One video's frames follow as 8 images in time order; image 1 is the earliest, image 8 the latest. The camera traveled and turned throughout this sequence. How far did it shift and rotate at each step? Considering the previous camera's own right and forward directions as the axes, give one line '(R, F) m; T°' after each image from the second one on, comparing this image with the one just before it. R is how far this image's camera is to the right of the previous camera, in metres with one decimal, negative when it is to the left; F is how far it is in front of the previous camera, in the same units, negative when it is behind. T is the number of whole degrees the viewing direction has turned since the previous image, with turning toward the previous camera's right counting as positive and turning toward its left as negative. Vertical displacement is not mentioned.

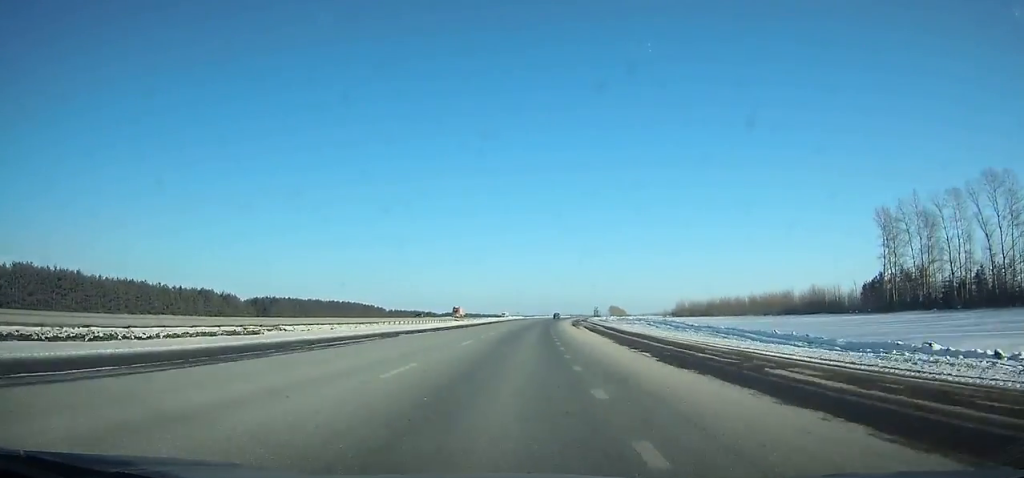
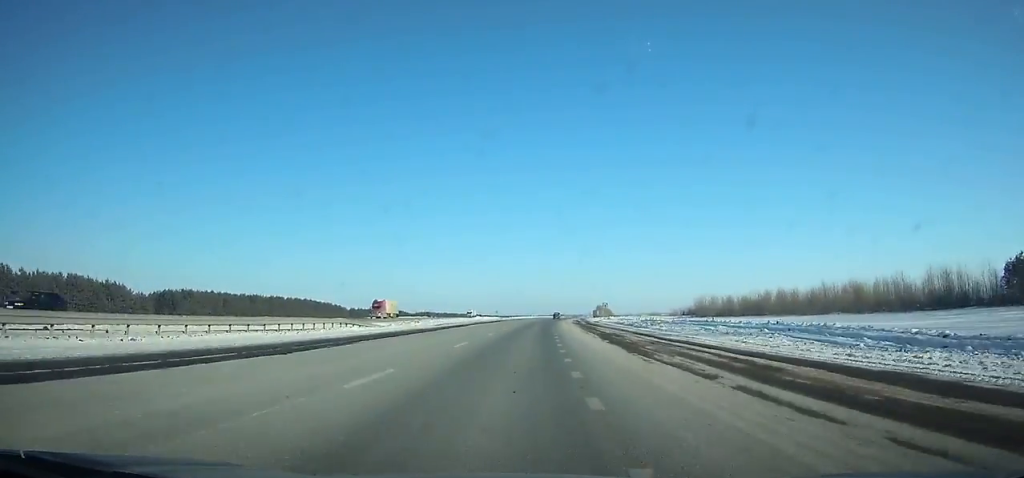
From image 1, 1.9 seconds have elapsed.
(+1.3, +48.2) m; +2°
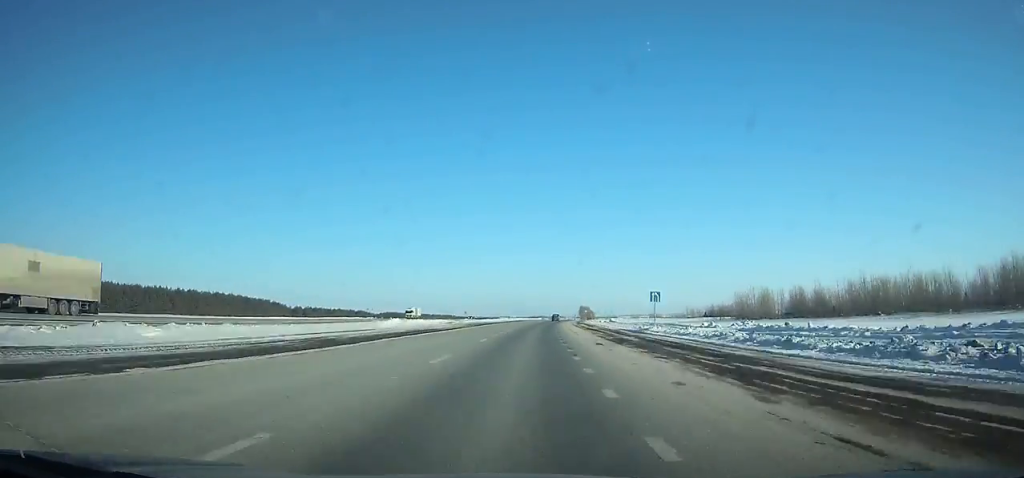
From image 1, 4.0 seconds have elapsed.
(+0.9, +53.5) m; +2°
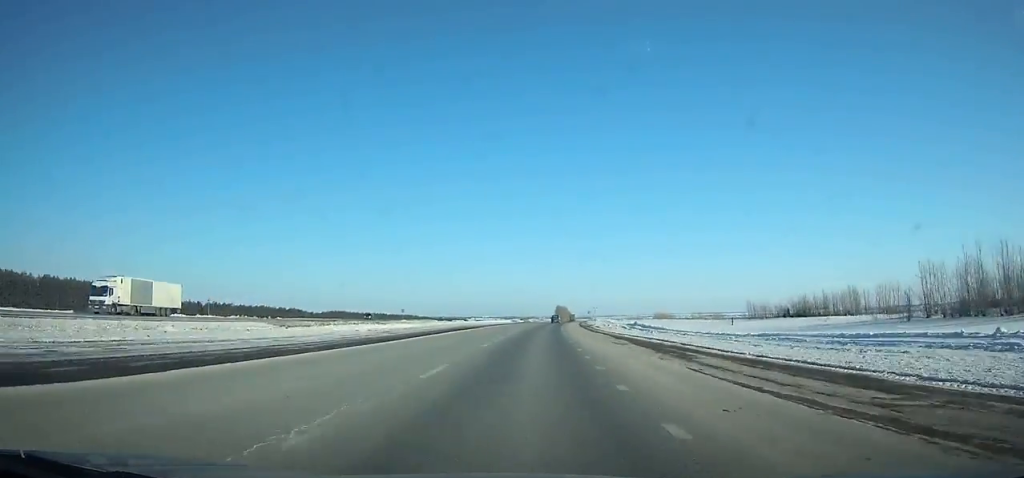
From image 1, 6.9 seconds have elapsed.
(+1.6, +74.2) m; +3°
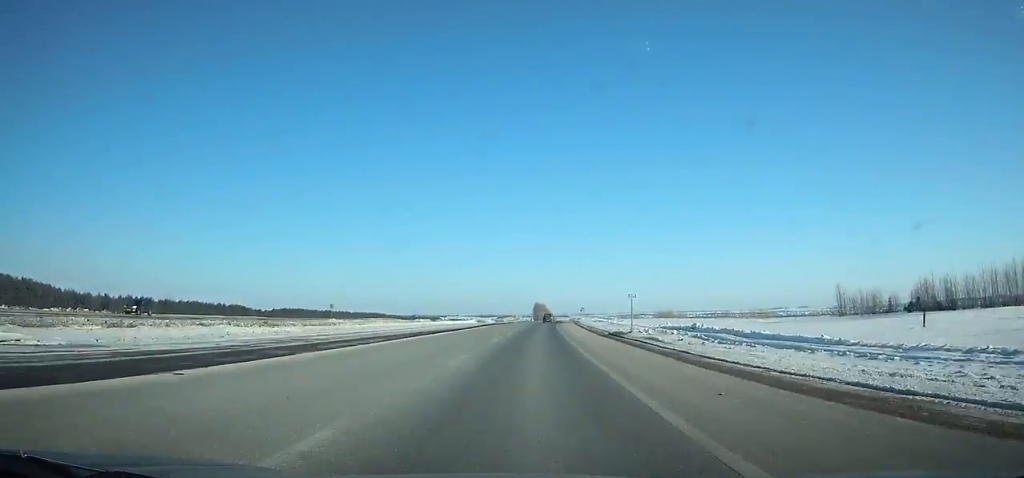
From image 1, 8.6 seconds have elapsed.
(+0.4, +43.7) m; +2°
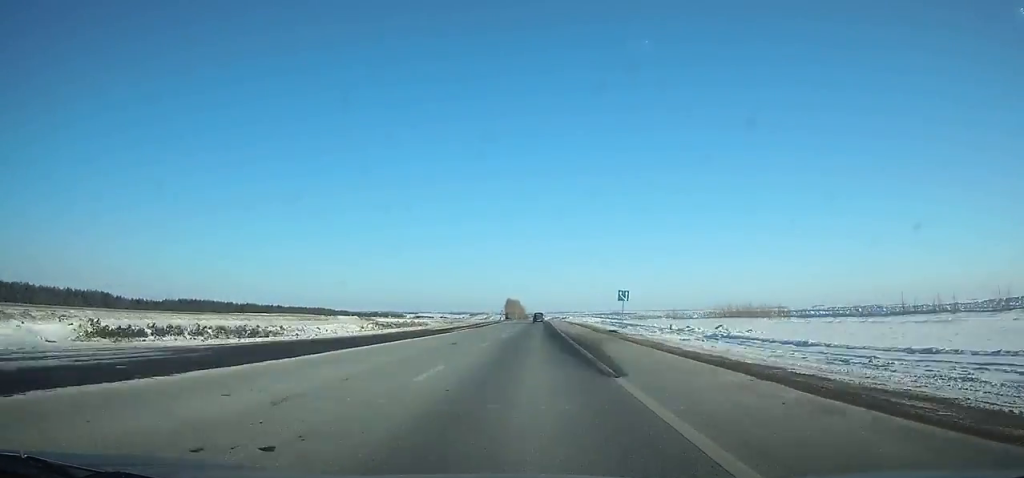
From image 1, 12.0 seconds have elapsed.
(+2.7, +87.7) m; +3°
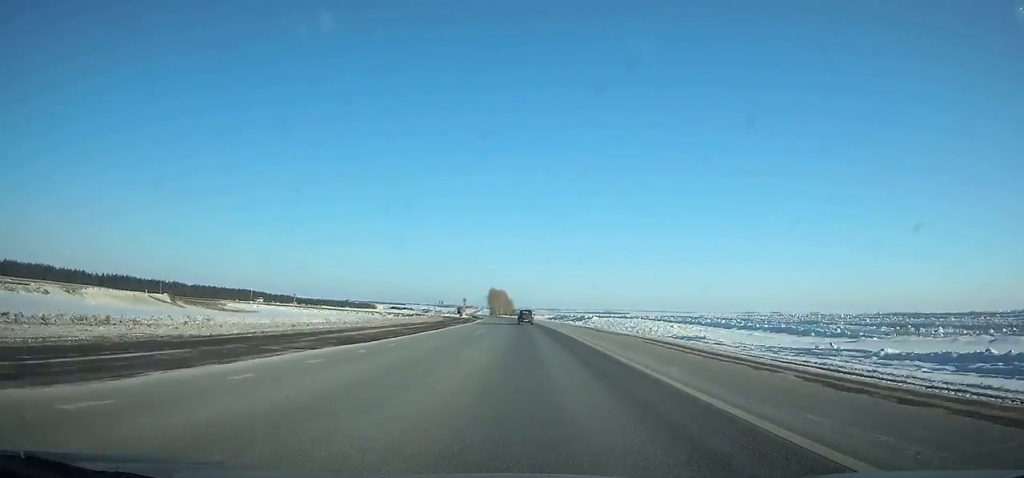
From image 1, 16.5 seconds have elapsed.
(+2.1, +117.2) m; +1°
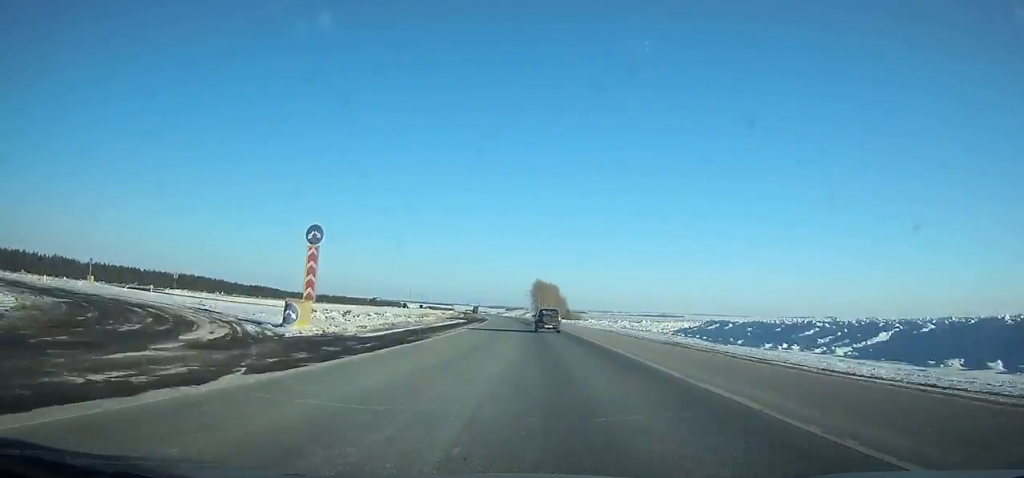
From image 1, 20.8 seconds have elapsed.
(-1.8, +113.8) m; -4°
